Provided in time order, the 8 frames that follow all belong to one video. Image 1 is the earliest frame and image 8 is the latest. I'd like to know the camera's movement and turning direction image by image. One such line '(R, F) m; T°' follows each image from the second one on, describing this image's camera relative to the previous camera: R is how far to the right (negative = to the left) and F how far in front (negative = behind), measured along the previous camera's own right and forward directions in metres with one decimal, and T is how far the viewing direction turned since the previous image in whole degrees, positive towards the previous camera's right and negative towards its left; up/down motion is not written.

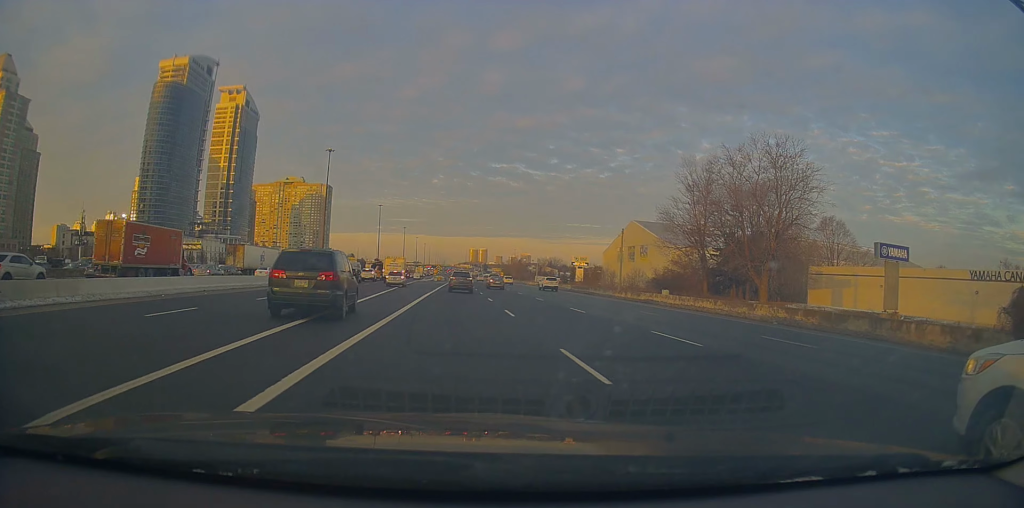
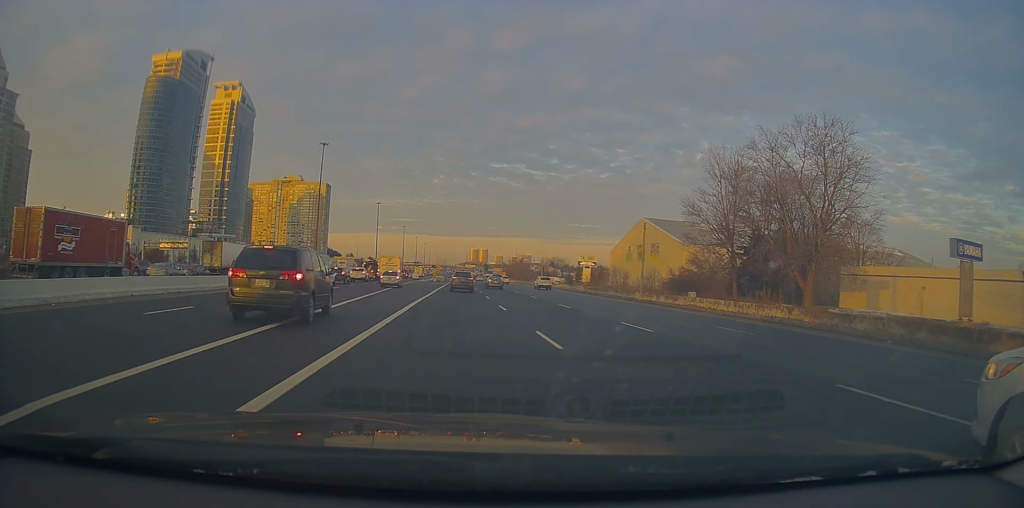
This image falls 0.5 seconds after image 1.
(+0.1, +8.2) m; -1°
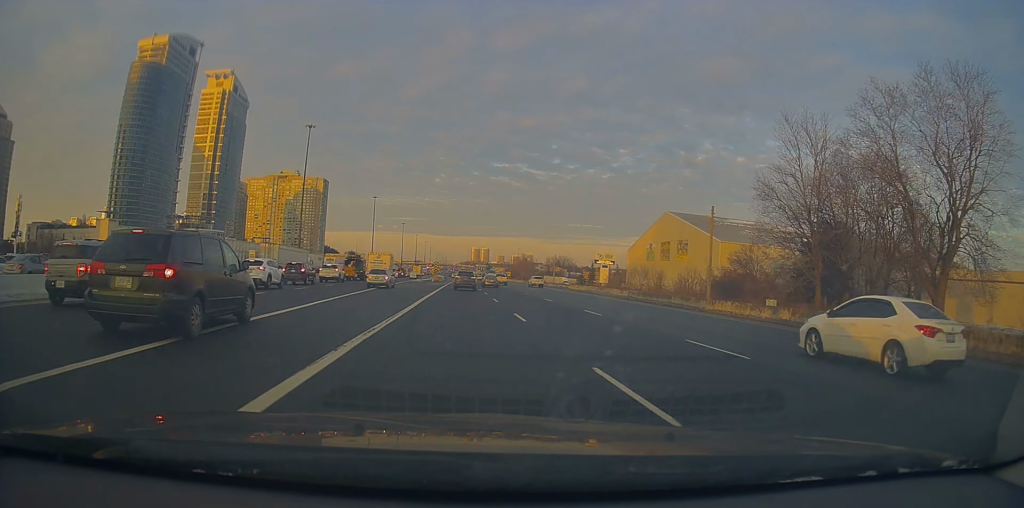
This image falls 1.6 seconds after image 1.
(-0.2, +16.8) m; -1°
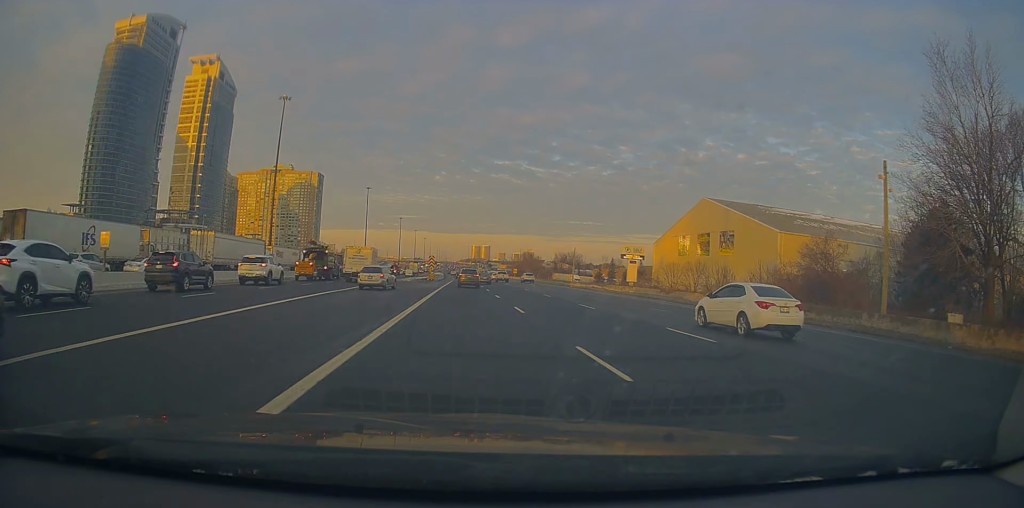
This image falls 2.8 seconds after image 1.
(0.0, +21.1) m; 0°
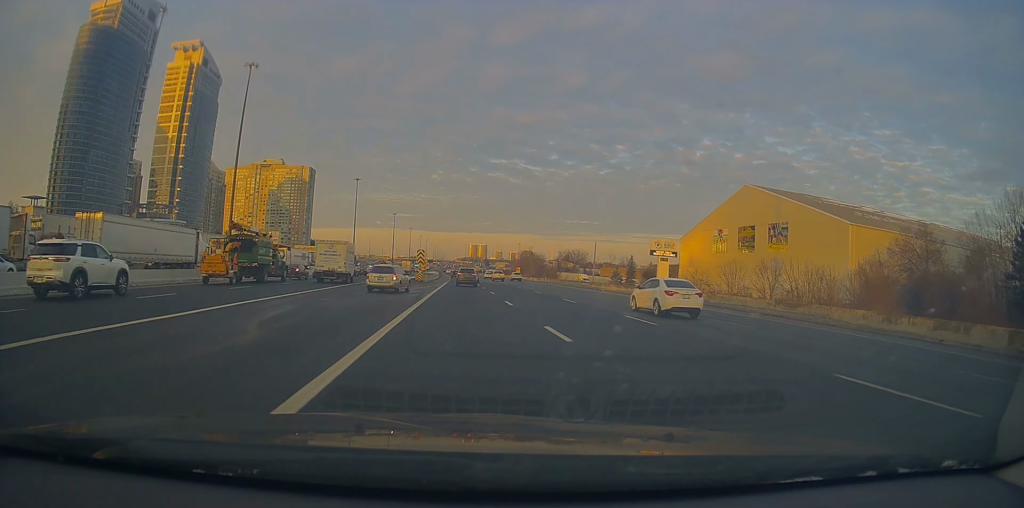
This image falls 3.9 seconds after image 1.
(0.0, +20.0) m; -1°
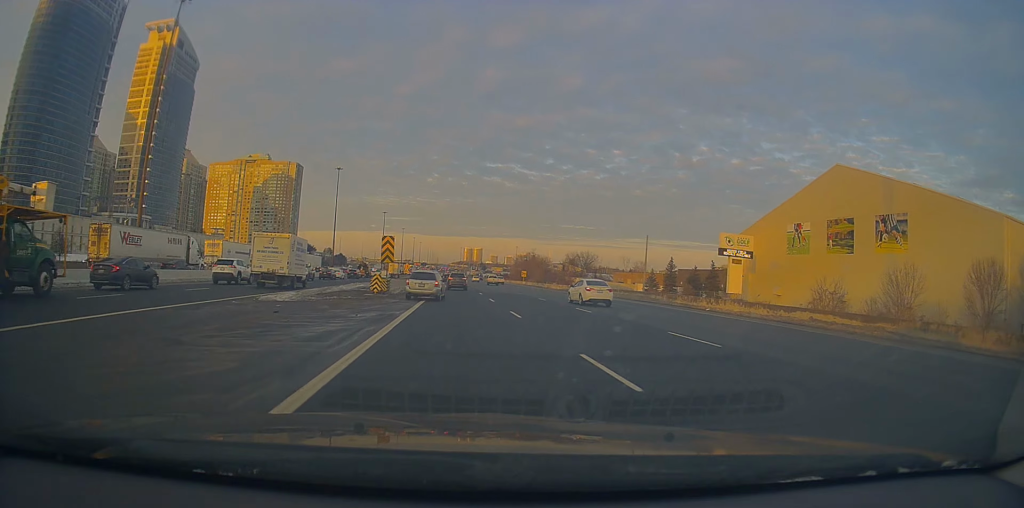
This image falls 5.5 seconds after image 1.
(-0.2, +29.9) m; +1°
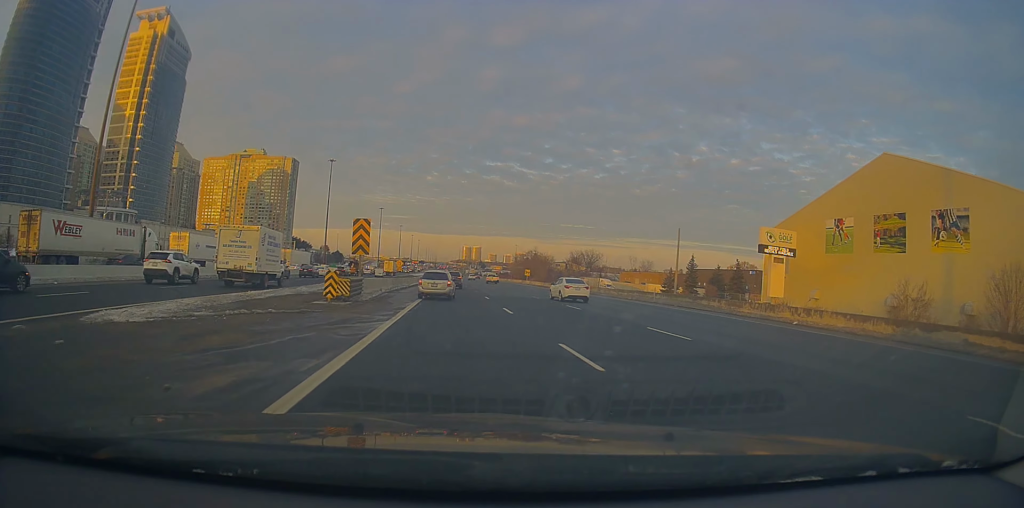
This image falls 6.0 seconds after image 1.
(+0.1, +10.8) m; +1°
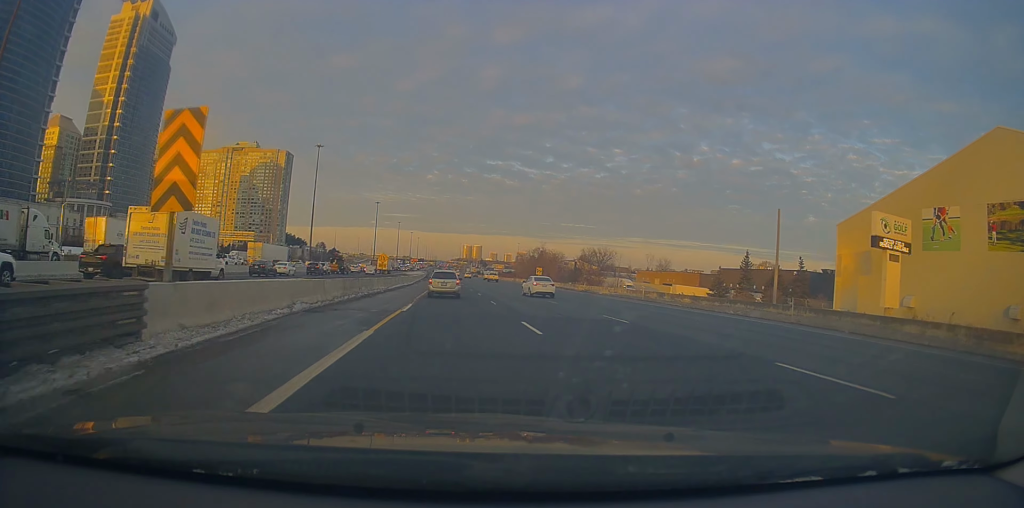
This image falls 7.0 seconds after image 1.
(+0.1, +19.2) m; 0°
